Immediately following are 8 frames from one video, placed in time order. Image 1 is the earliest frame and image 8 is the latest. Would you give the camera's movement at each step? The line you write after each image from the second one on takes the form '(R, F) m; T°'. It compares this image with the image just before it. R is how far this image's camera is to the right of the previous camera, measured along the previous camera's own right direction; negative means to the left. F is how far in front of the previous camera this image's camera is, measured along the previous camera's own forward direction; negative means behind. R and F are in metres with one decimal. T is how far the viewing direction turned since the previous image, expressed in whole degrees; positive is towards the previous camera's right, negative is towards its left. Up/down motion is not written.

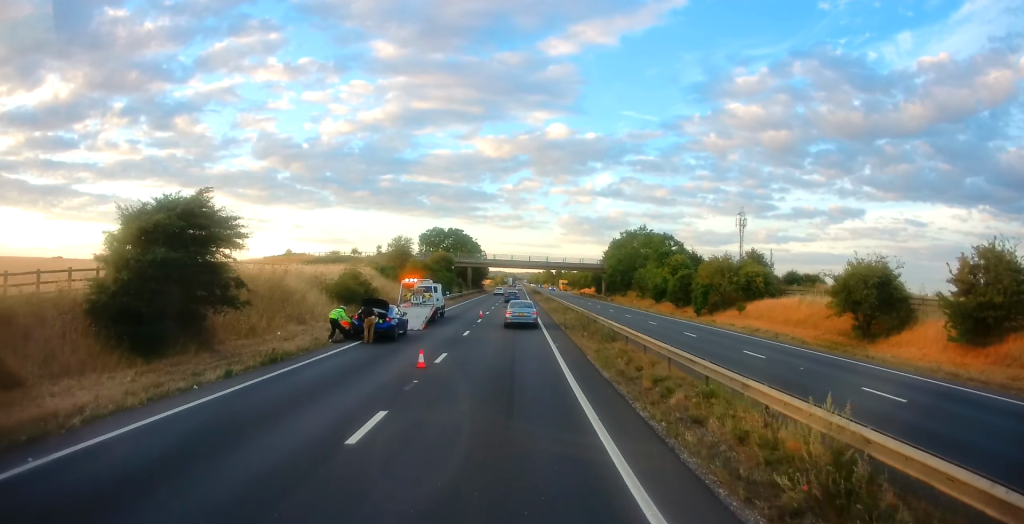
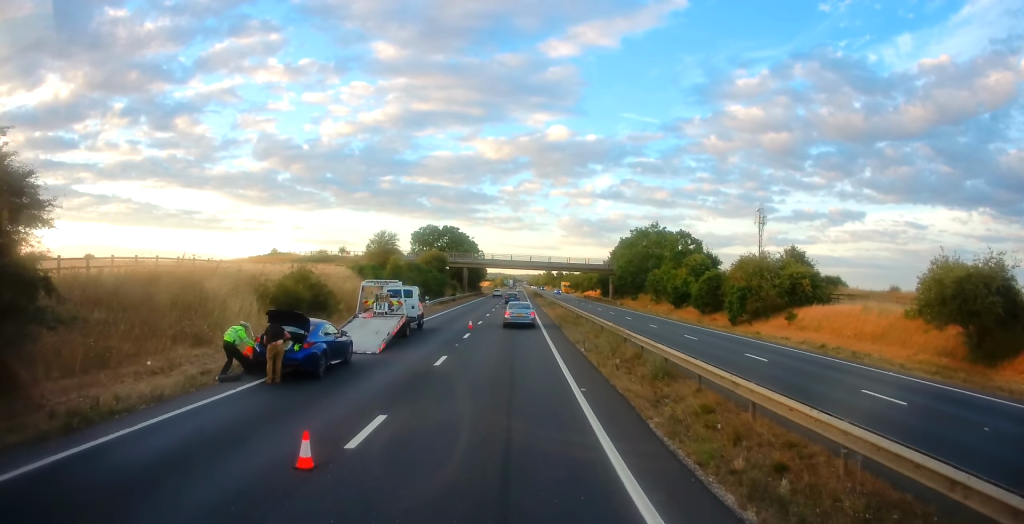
(-0.1, +9.1) m; 0°
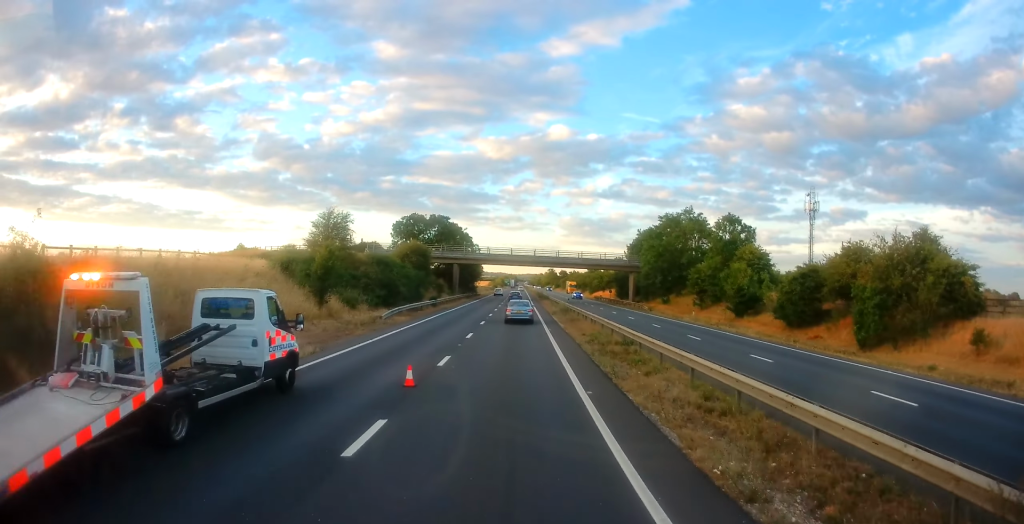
(+0.1, +18.3) m; 0°
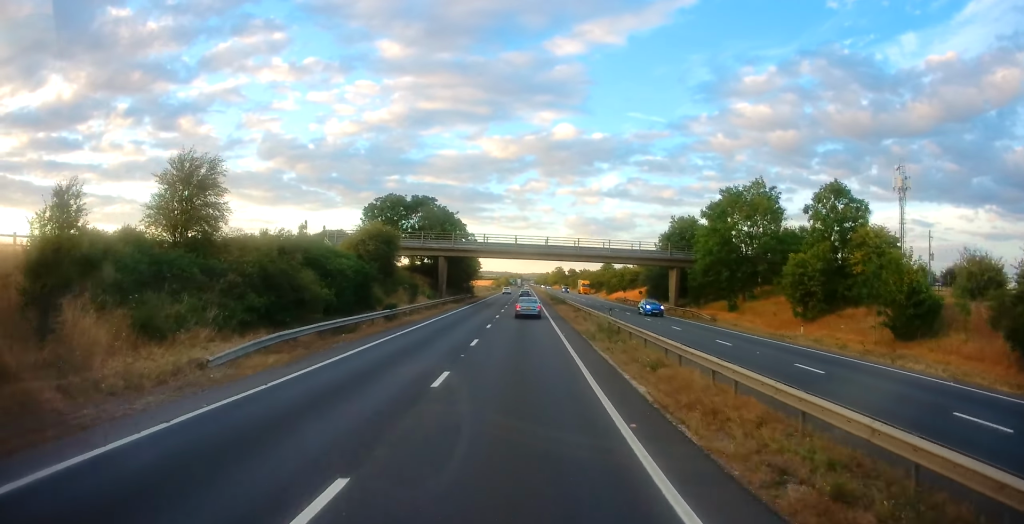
(-0.3, +21.5) m; -2°
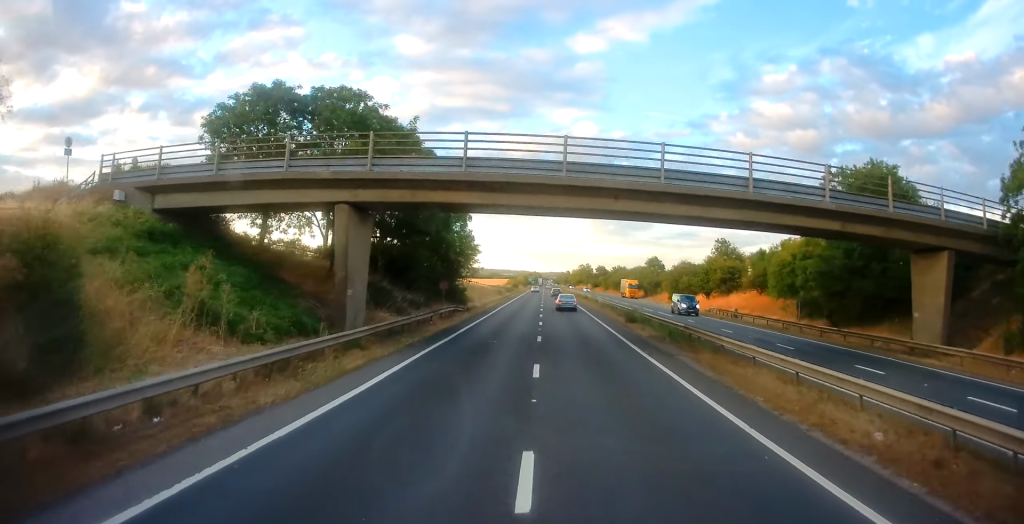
(0.0, +43.3) m; 0°
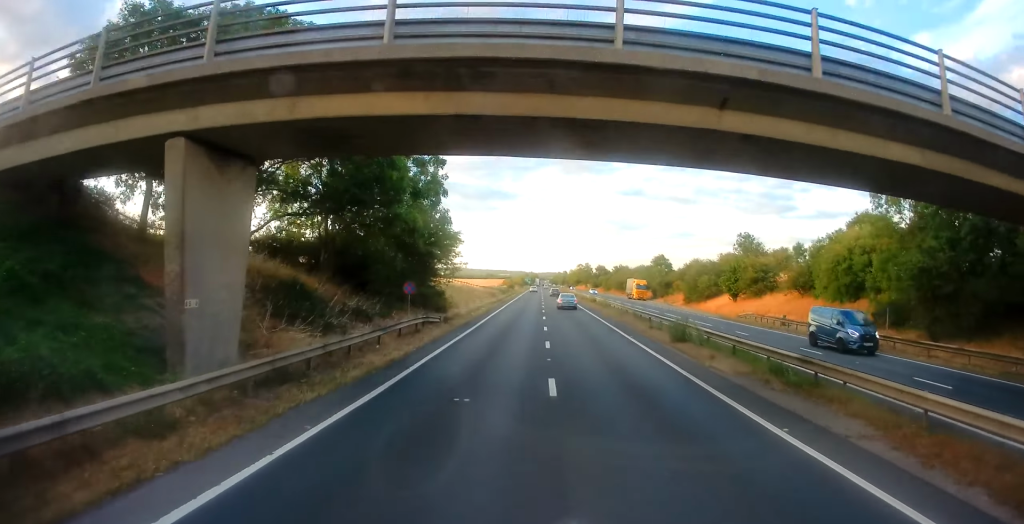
(0.0, +11.6) m; 0°
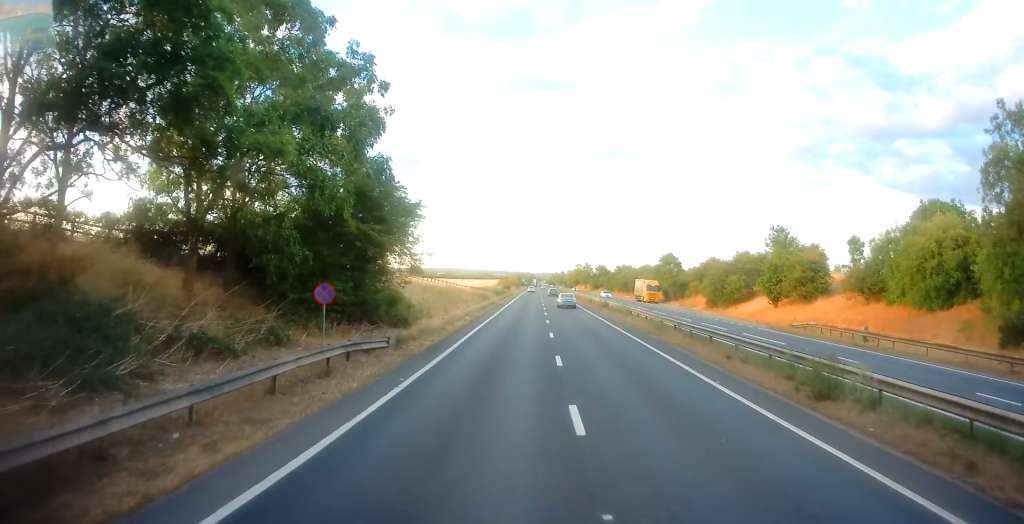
(0.0, +12.4) m; 0°
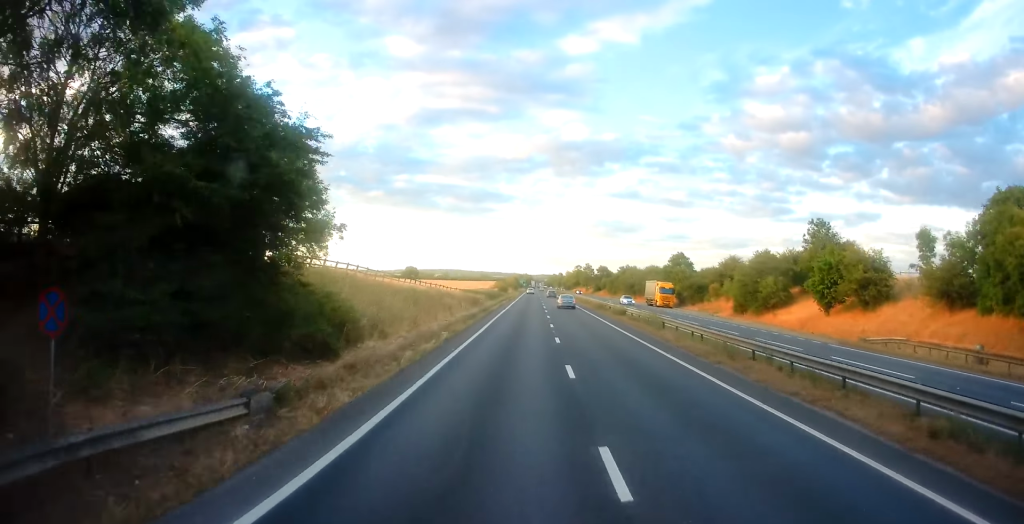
(-0.1, +10.8) m; 0°
